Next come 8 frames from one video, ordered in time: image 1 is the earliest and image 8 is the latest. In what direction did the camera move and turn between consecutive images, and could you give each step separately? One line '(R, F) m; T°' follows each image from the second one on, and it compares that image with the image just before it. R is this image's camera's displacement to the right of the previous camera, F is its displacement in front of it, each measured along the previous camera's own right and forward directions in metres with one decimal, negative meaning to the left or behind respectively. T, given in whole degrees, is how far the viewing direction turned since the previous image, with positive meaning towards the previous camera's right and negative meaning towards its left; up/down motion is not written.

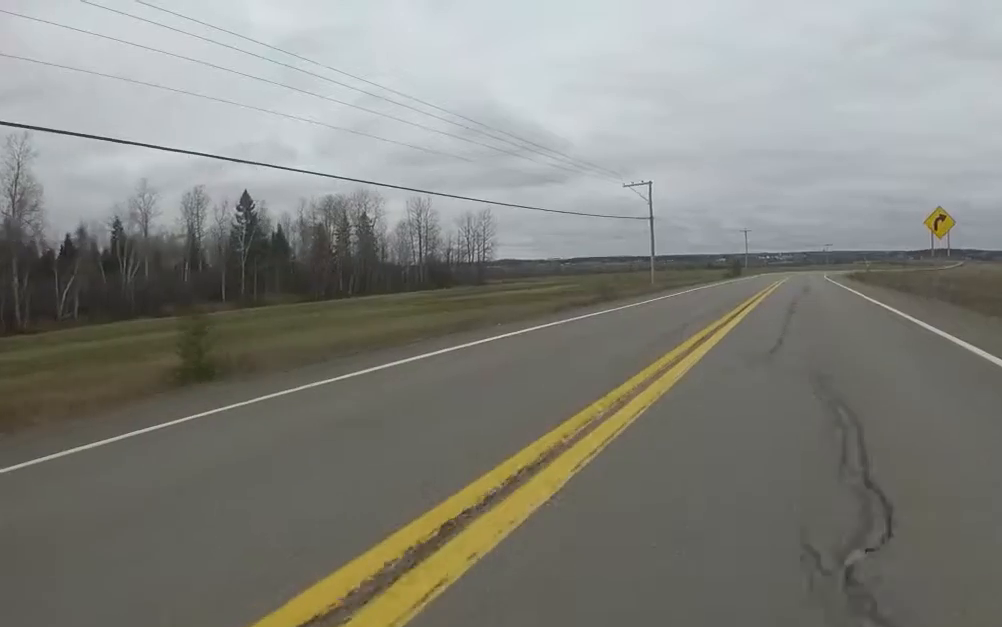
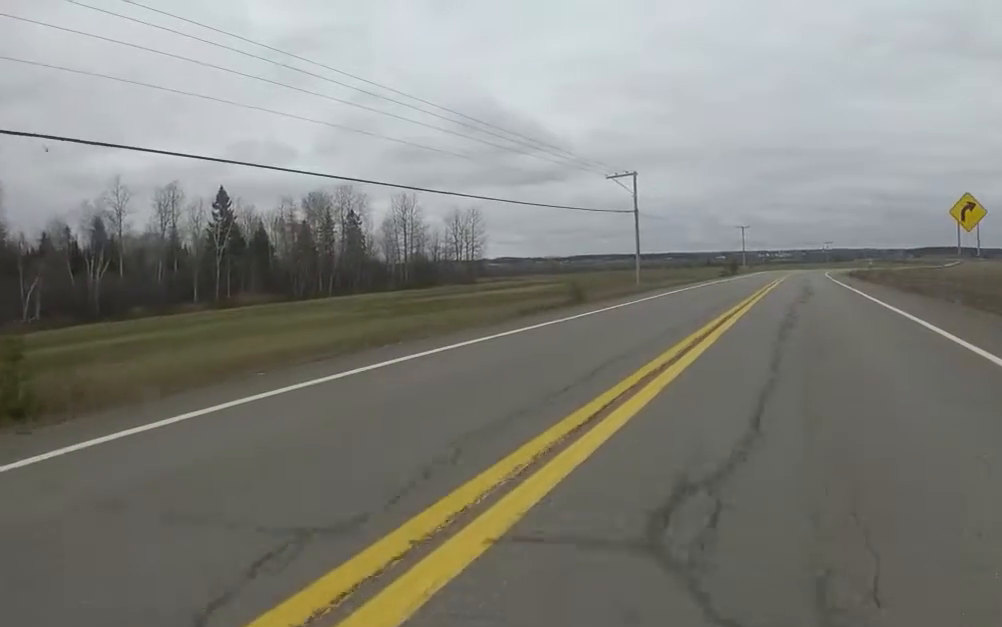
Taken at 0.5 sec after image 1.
(0.0, +3.8) m; 0°
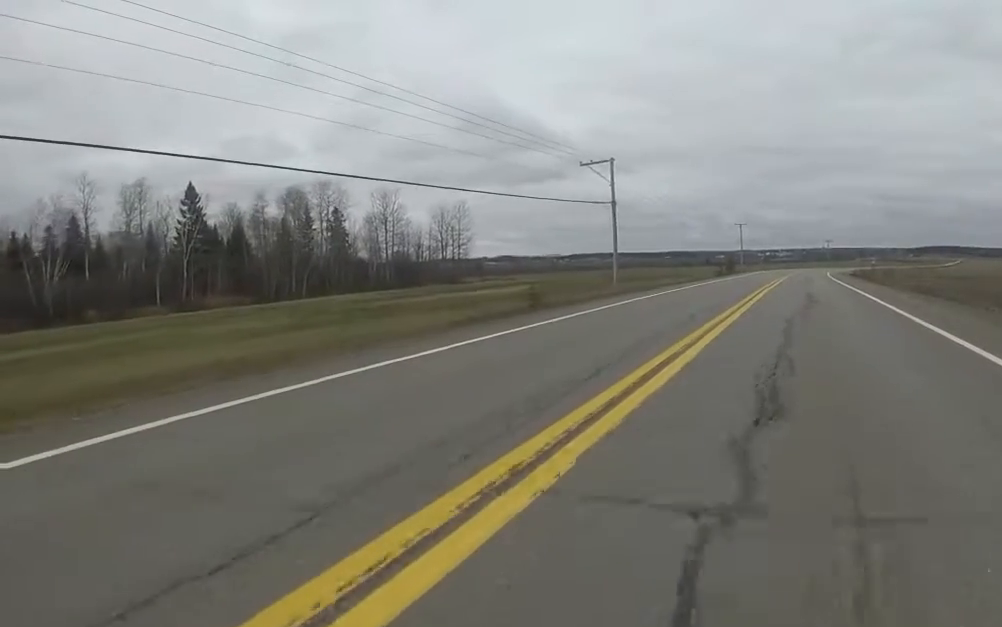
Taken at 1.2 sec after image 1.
(0.0, +4.9) m; 0°
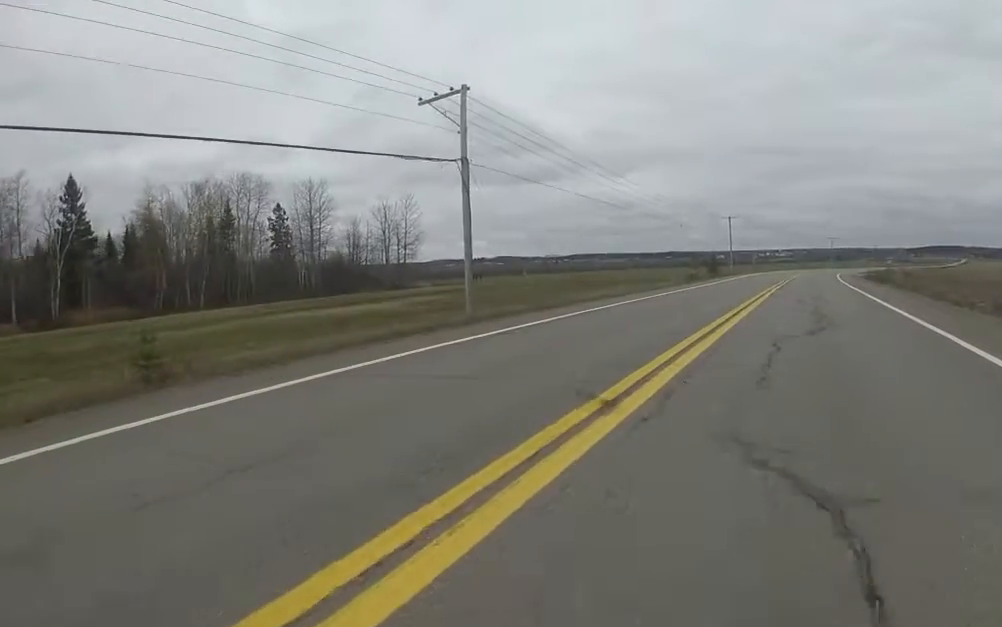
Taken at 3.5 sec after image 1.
(0.0, +15.7) m; 0°
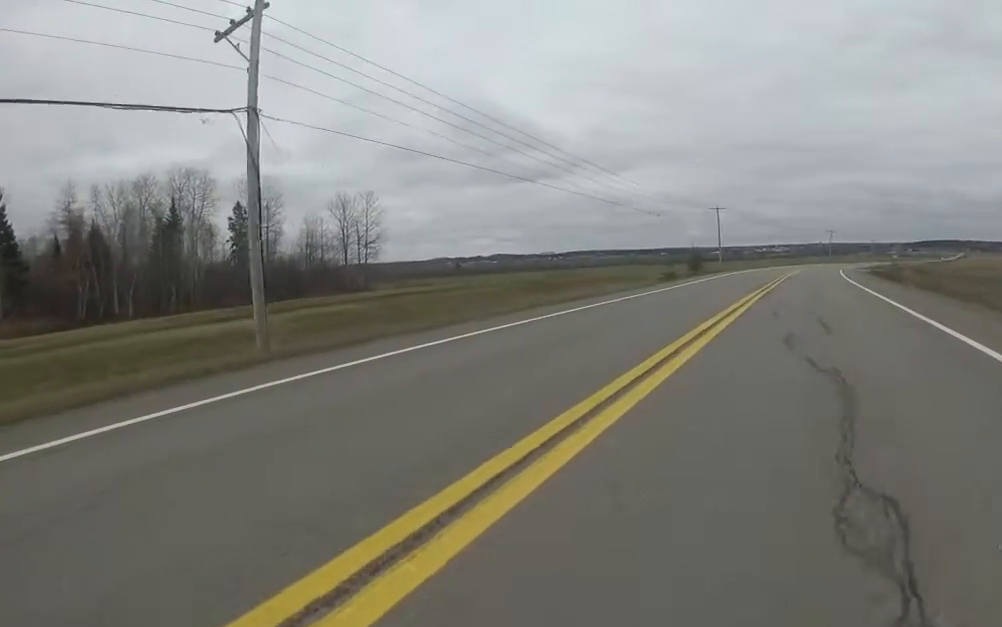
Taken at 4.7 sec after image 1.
(0.0, +8.5) m; 0°
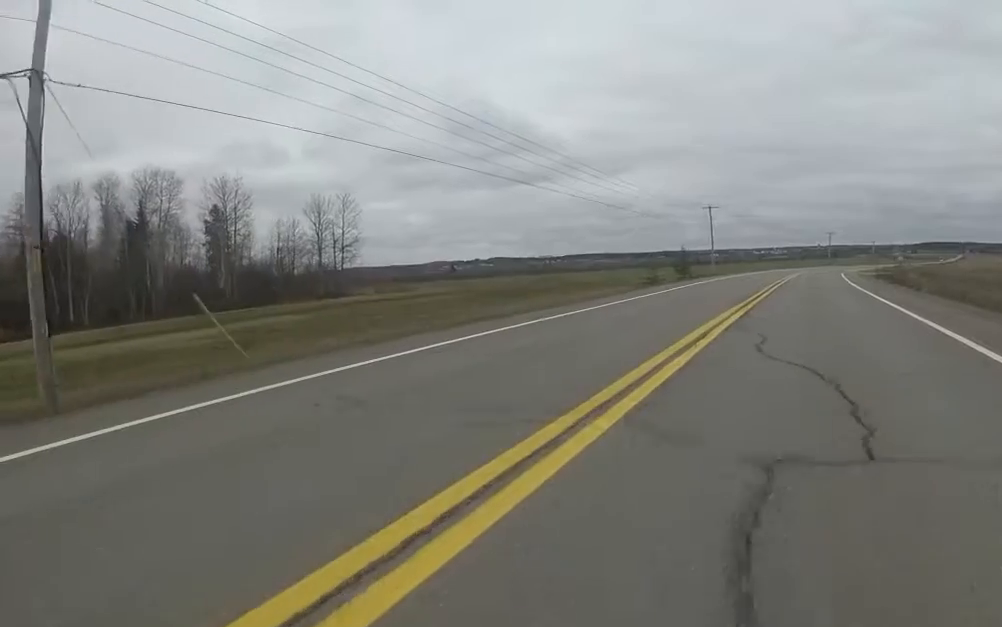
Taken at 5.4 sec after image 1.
(0.0, +4.9) m; +1°
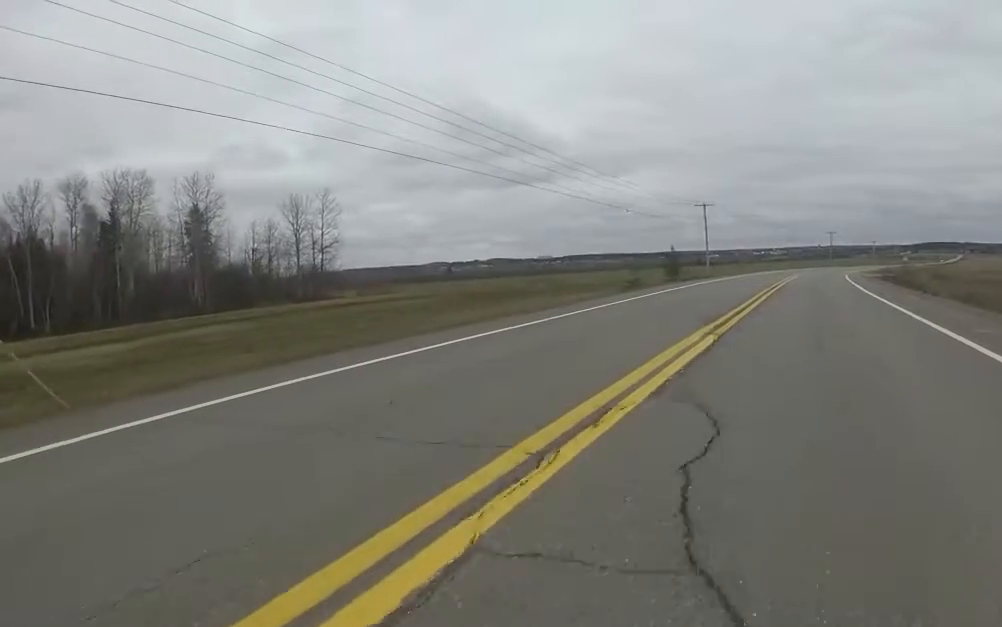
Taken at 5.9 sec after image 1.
(0.0, +4.3) m; +3°
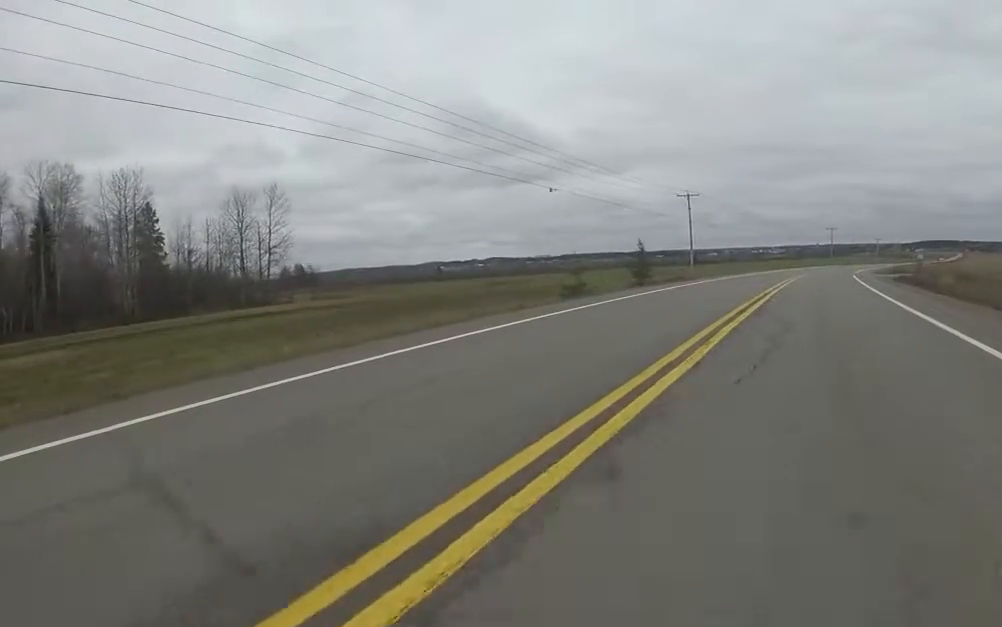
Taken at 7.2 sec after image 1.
(+0.7, +10.0) m; +2°
